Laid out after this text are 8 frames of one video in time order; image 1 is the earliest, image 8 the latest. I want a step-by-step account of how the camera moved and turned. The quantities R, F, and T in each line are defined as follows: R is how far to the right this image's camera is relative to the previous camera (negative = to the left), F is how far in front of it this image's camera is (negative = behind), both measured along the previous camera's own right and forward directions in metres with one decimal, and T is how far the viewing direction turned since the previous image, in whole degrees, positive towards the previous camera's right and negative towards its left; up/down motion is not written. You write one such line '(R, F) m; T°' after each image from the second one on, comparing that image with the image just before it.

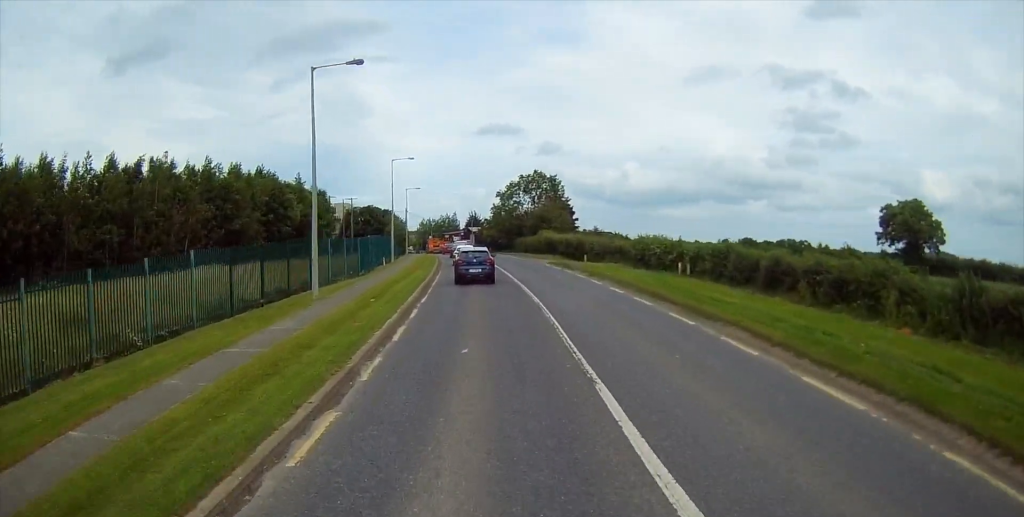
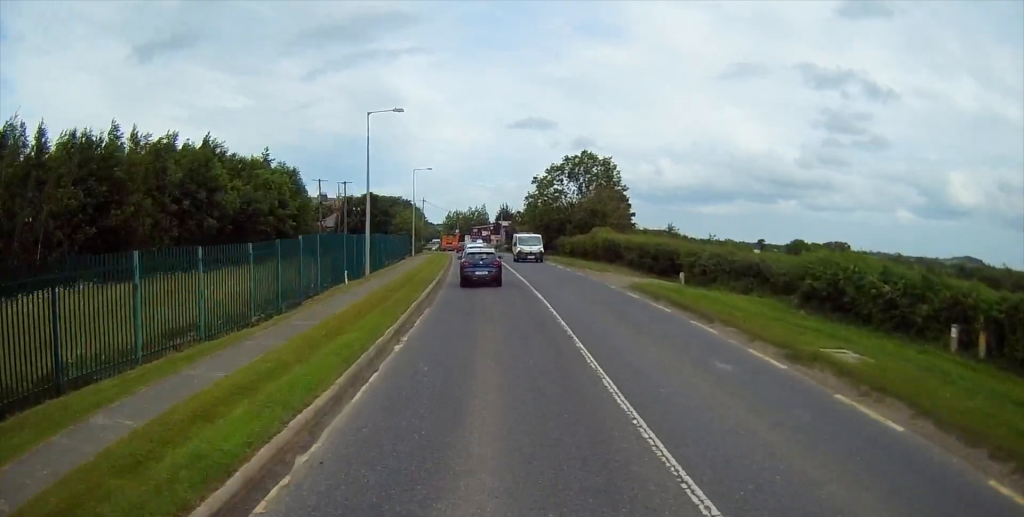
(-0.8, +20.4) m; -2°
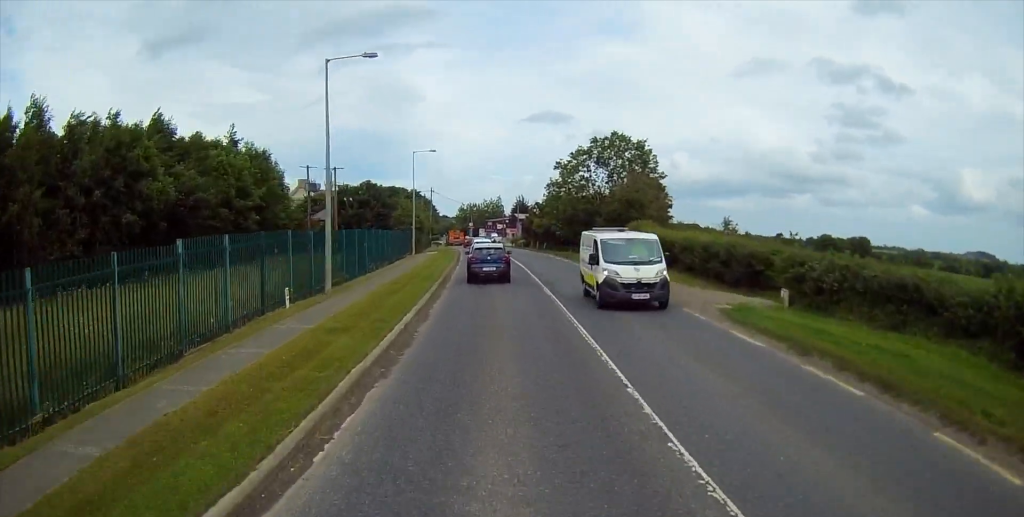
(+0.1, +10.2) m; 0°
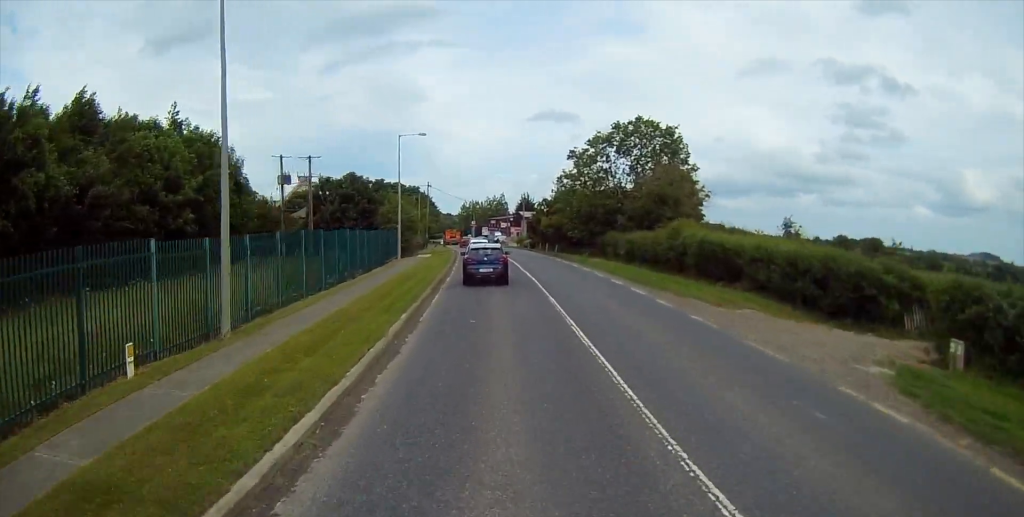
(-0.4, +9.1) m; -1°
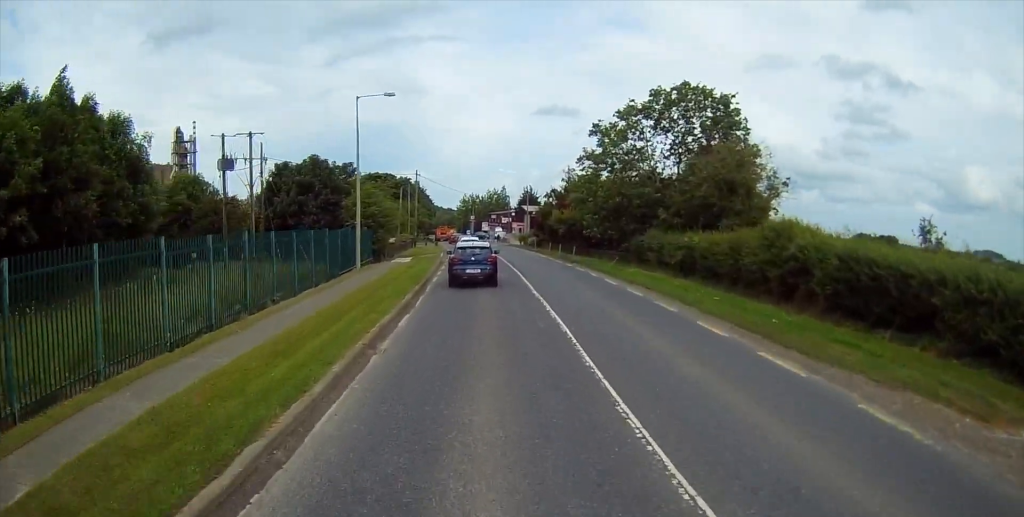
(+0.2, +12.8) m; -1°
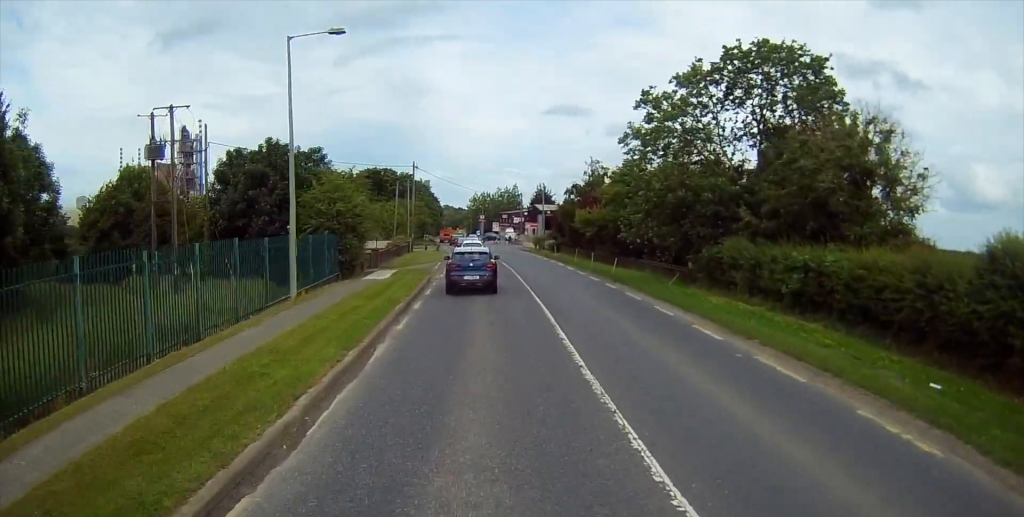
(-0.5, +11.7) m; -1°
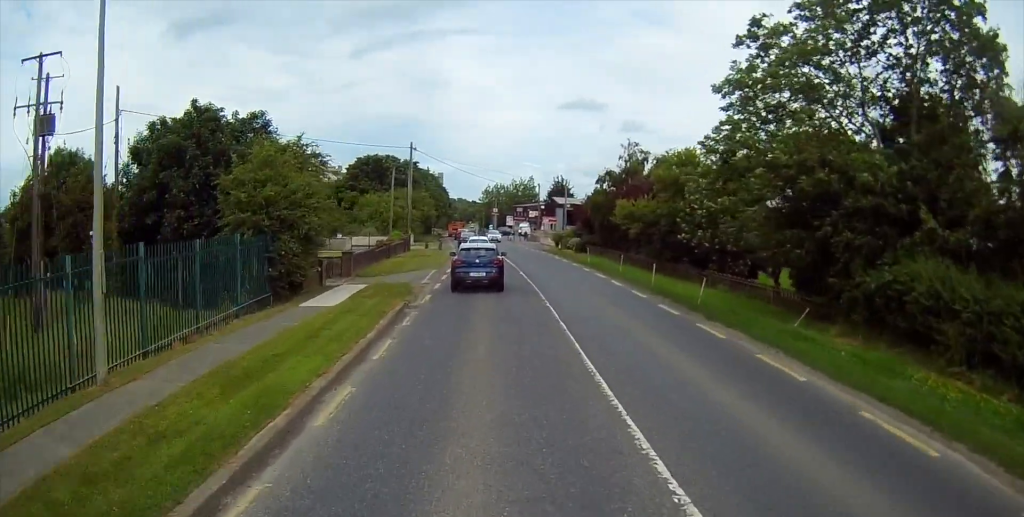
(+0.2, +11.5) m; 0°
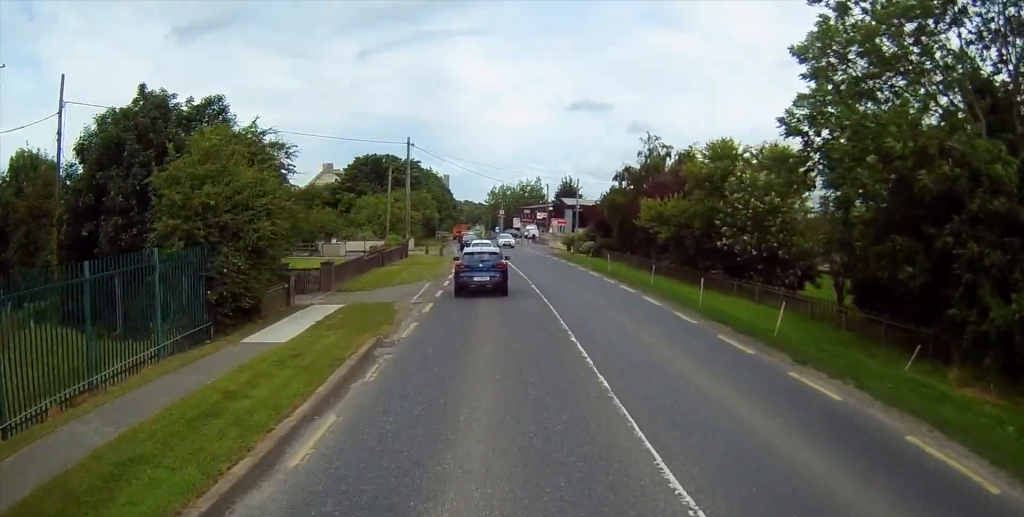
(0.0, +5.1) m; 0°
